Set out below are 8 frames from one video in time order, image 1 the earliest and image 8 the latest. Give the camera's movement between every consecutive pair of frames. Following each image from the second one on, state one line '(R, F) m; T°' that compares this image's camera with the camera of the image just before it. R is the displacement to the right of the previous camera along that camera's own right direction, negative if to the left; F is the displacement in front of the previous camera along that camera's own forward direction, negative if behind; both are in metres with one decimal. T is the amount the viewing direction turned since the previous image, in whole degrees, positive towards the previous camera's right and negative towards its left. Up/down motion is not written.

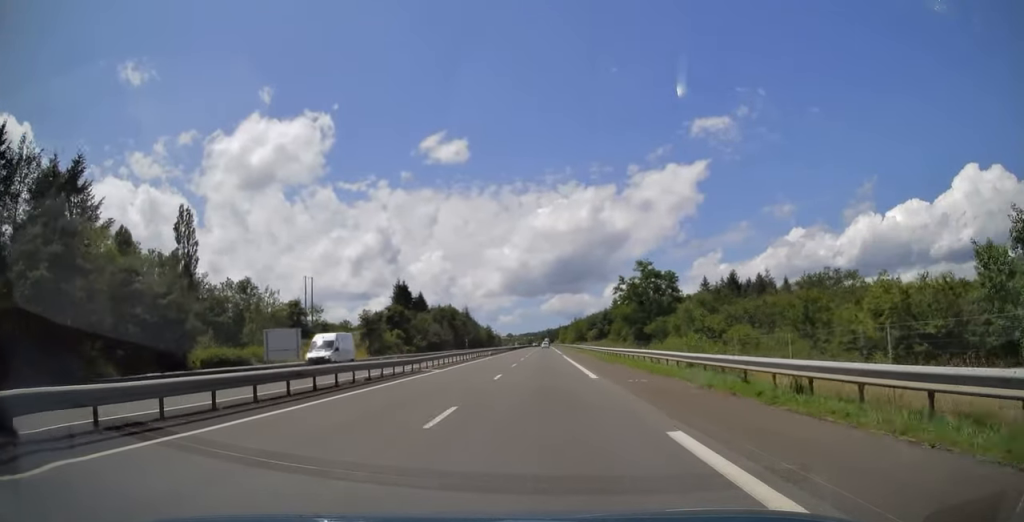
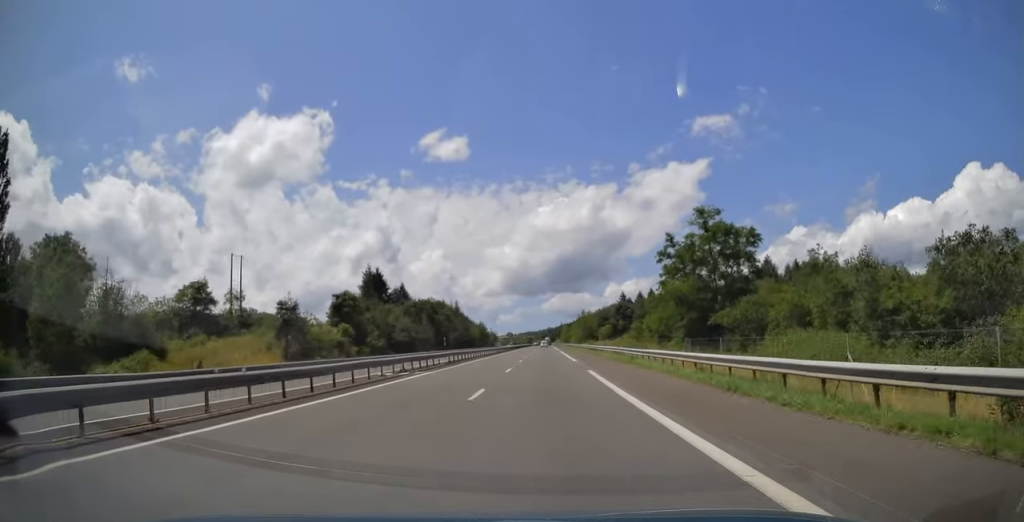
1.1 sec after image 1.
(0.0, +34.3) m; 0°
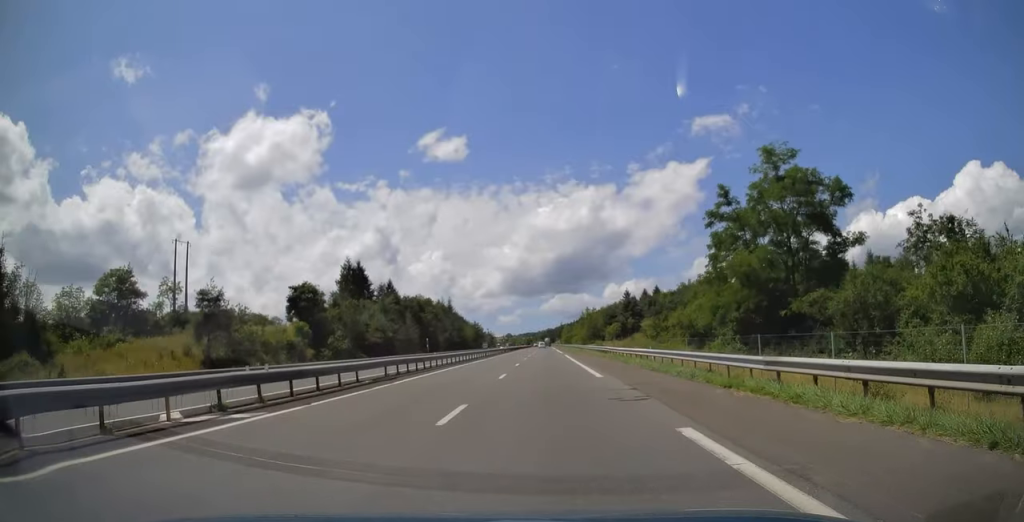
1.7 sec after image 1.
(+0.1, +17.4) m; 0°
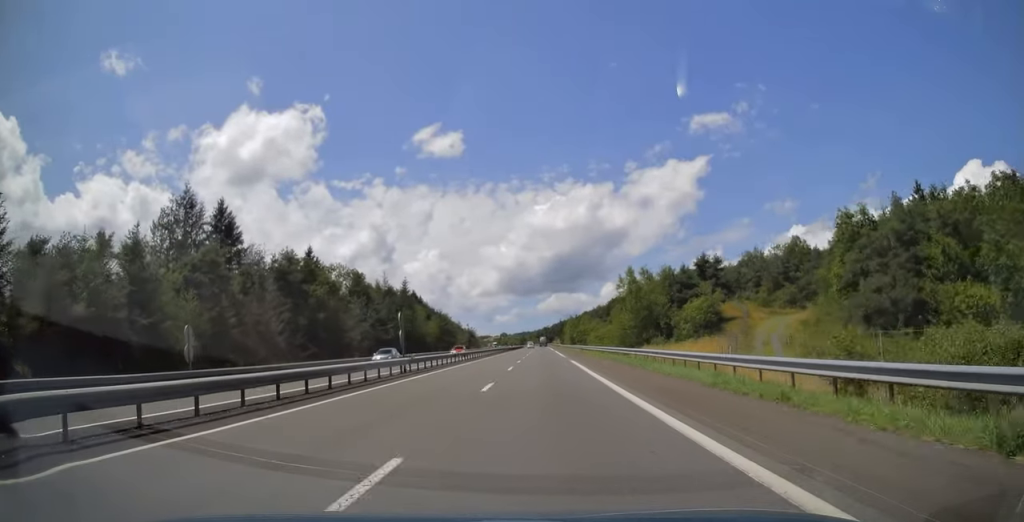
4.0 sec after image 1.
(+0.1, +70.7) m; 0°
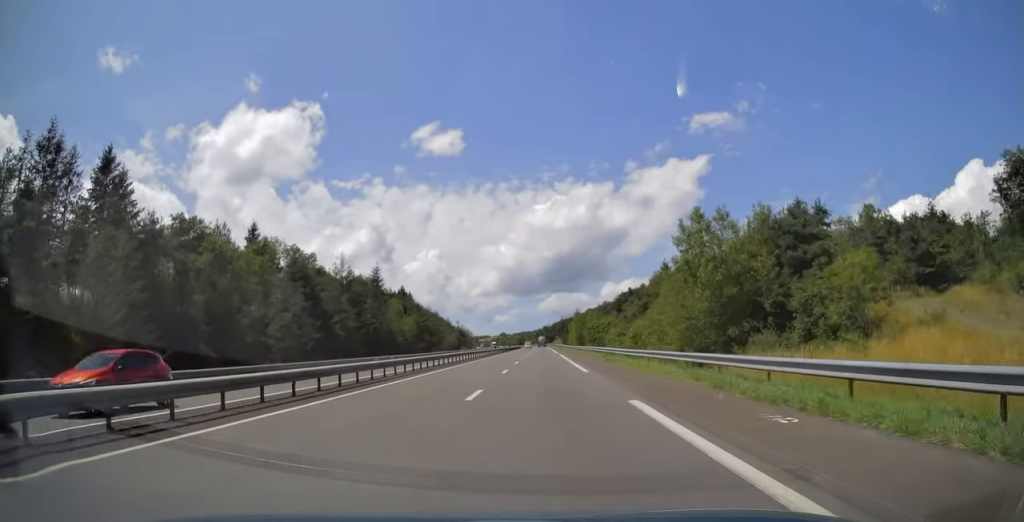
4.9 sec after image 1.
(0.0, +28.7) m; 0°
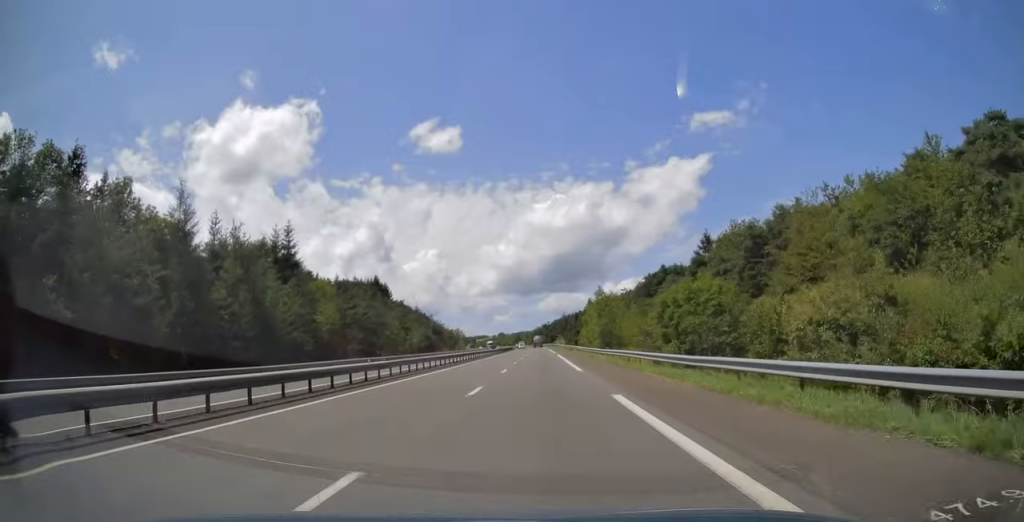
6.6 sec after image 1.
(0.0, +50.2) m; 0°
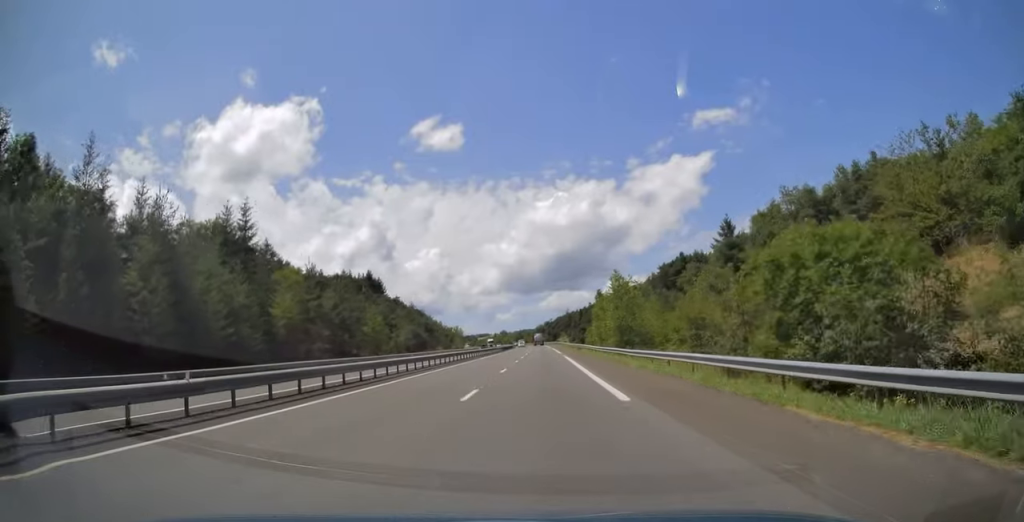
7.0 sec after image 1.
(0.0, +14.9) m; 0°
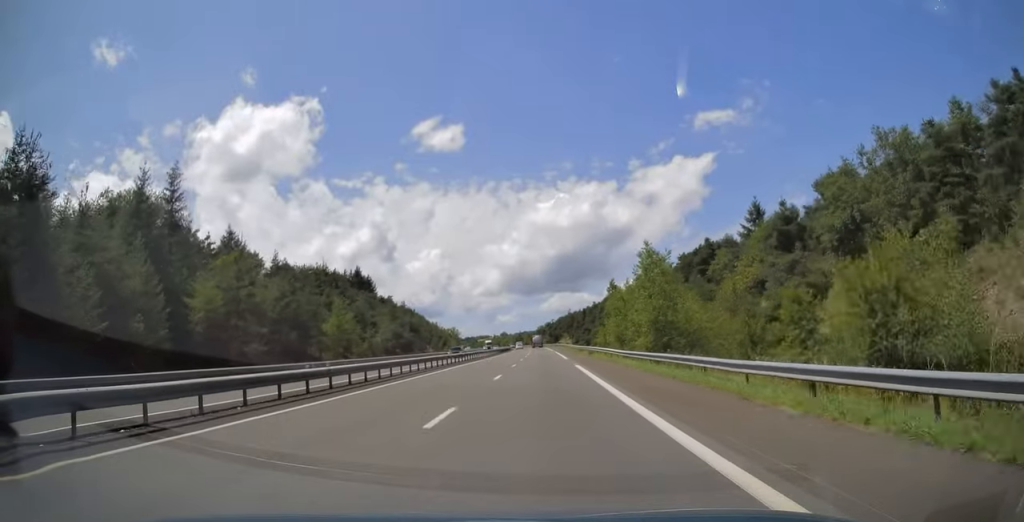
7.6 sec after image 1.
(0.0, +17.4) m; 0°
